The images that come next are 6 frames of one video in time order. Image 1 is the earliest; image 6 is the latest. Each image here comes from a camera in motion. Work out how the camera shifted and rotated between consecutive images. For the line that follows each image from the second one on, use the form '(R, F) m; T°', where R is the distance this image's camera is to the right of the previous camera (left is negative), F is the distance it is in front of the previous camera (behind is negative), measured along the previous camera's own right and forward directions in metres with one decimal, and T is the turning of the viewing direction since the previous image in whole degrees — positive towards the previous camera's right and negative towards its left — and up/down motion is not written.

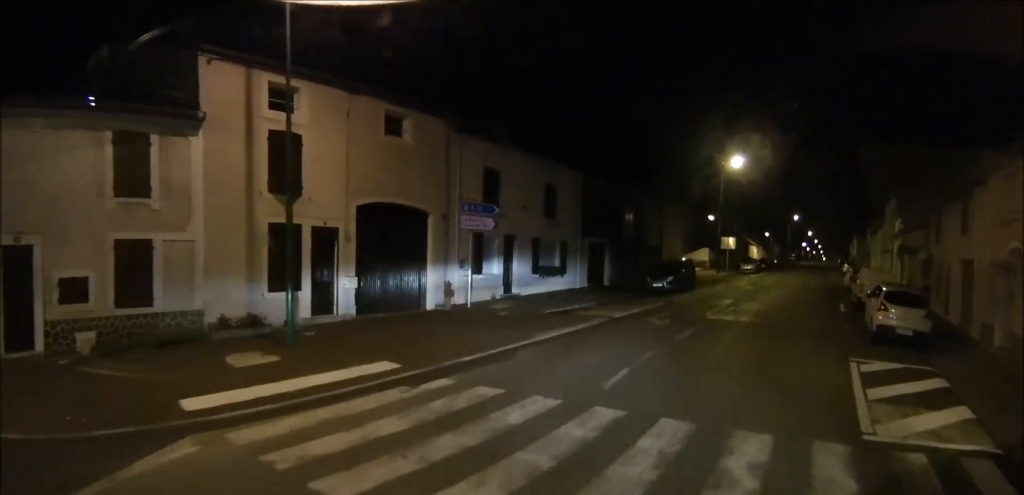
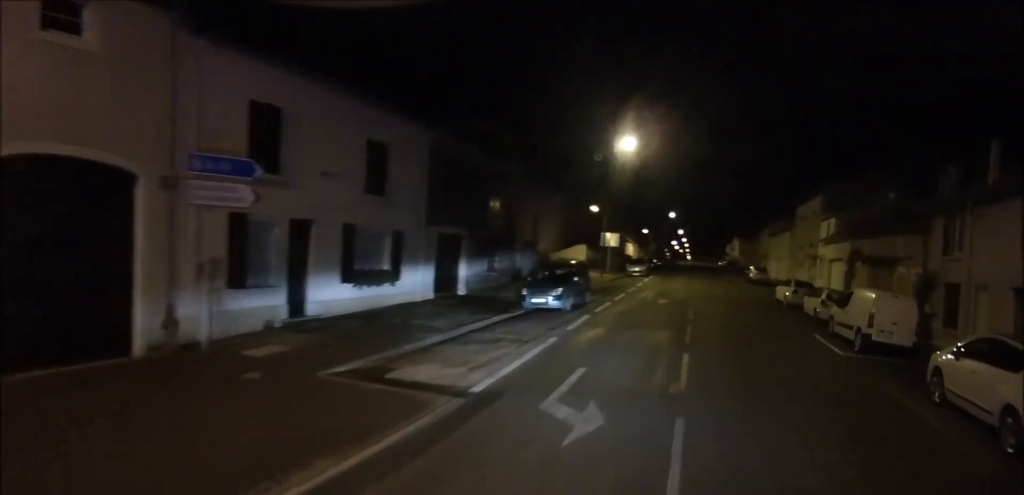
(-0.4, +8.3) m; +5°
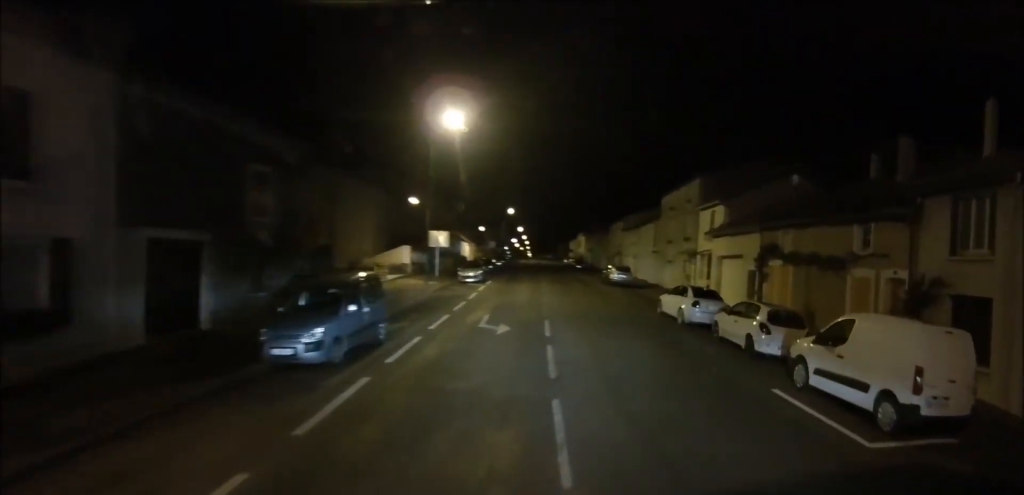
(+1.9, +7.9) m; +13°
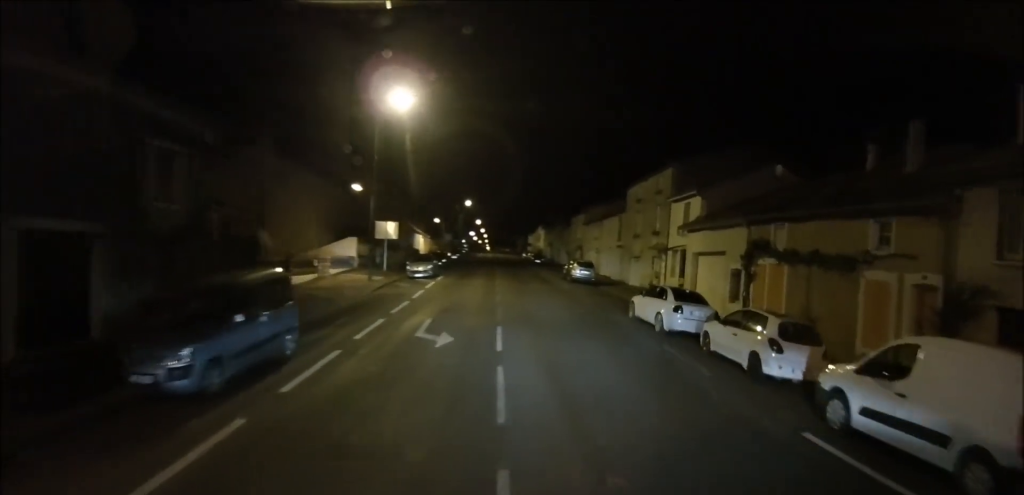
(0.0, +2.8) m; 0°
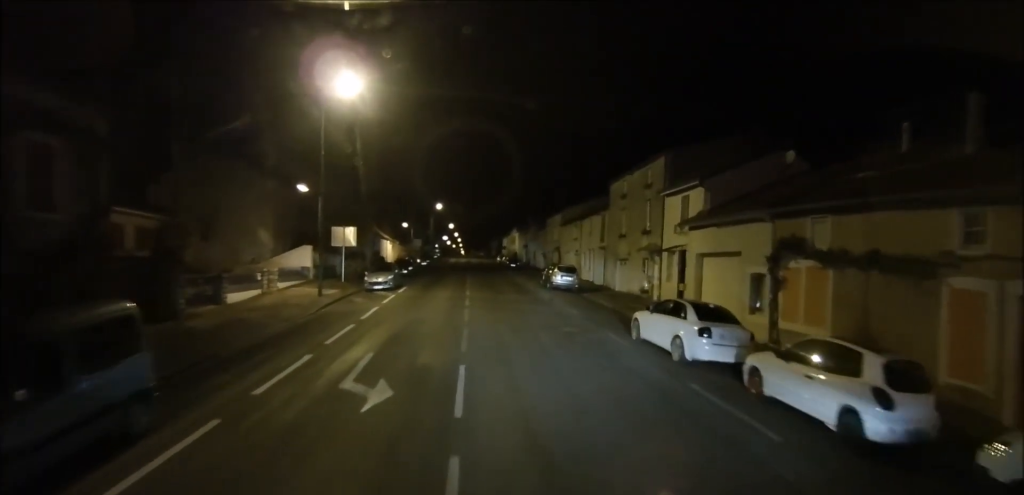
(0.0, +3.9) m; 0°
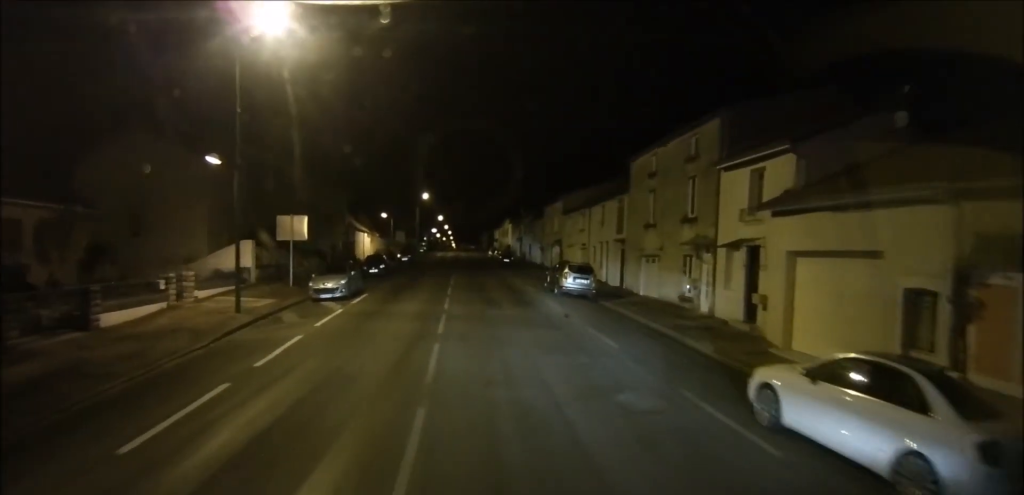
(0.0, +7.3) m; 0°
